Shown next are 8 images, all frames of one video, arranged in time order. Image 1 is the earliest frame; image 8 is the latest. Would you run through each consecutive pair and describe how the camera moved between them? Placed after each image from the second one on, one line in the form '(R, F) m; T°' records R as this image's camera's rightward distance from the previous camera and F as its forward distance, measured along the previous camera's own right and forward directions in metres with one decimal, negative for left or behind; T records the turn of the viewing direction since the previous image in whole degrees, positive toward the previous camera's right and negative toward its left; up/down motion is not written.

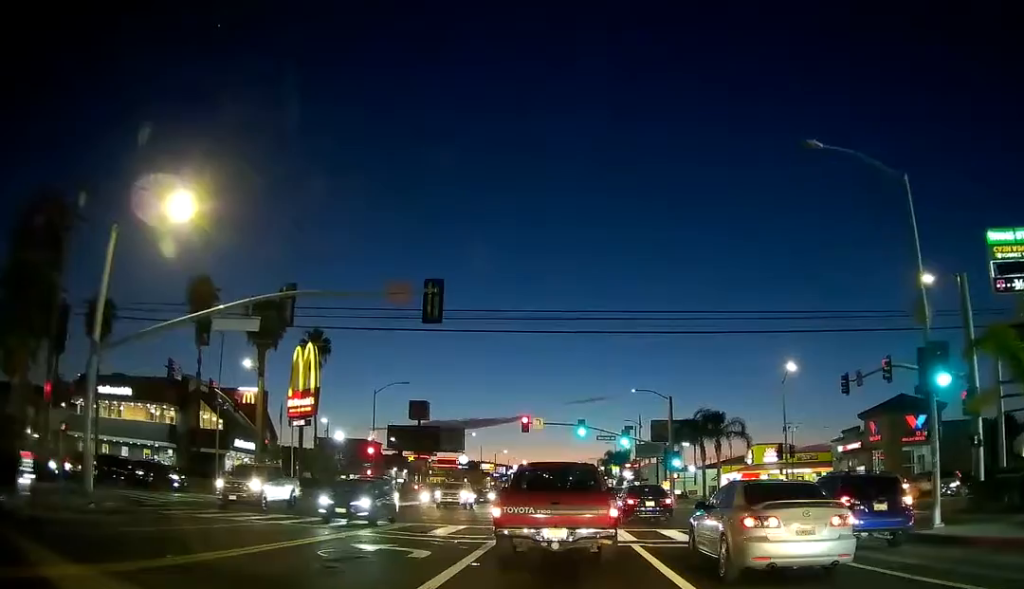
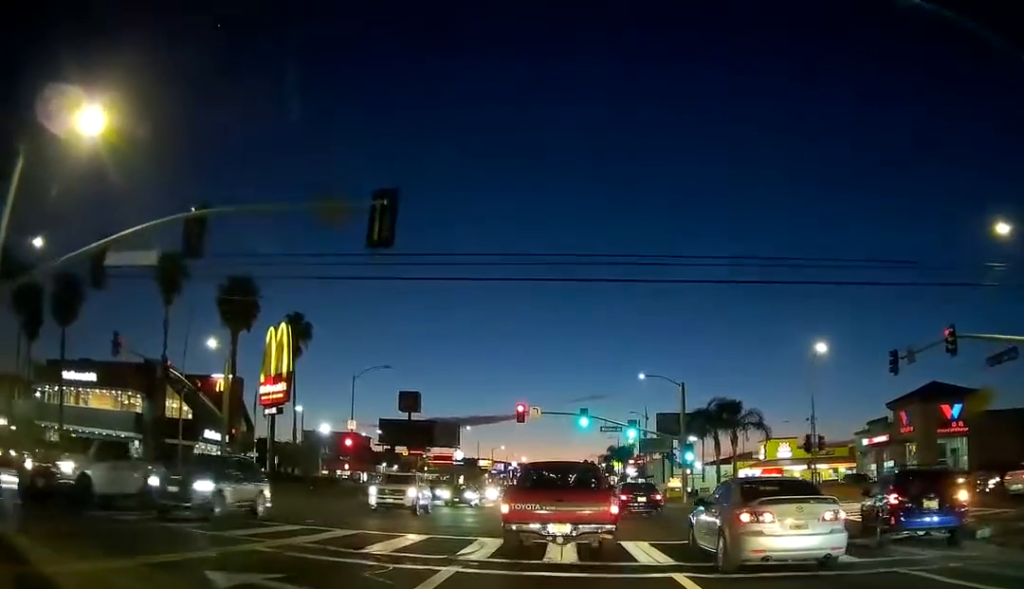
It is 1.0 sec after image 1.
(-0.1, +5.9) m; -1°
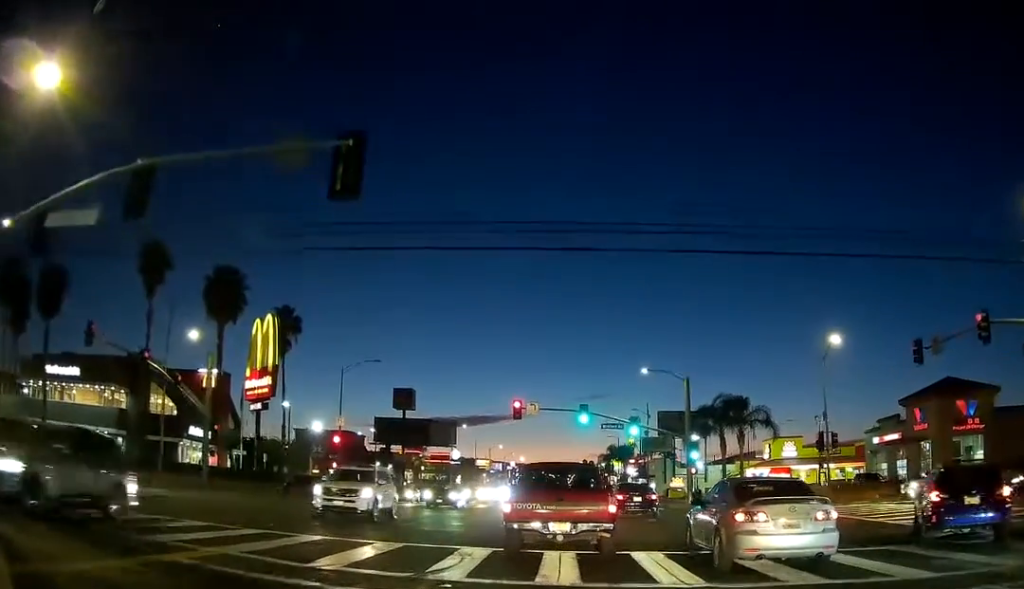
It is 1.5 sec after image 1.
(0.0, +2.8) m; 0°
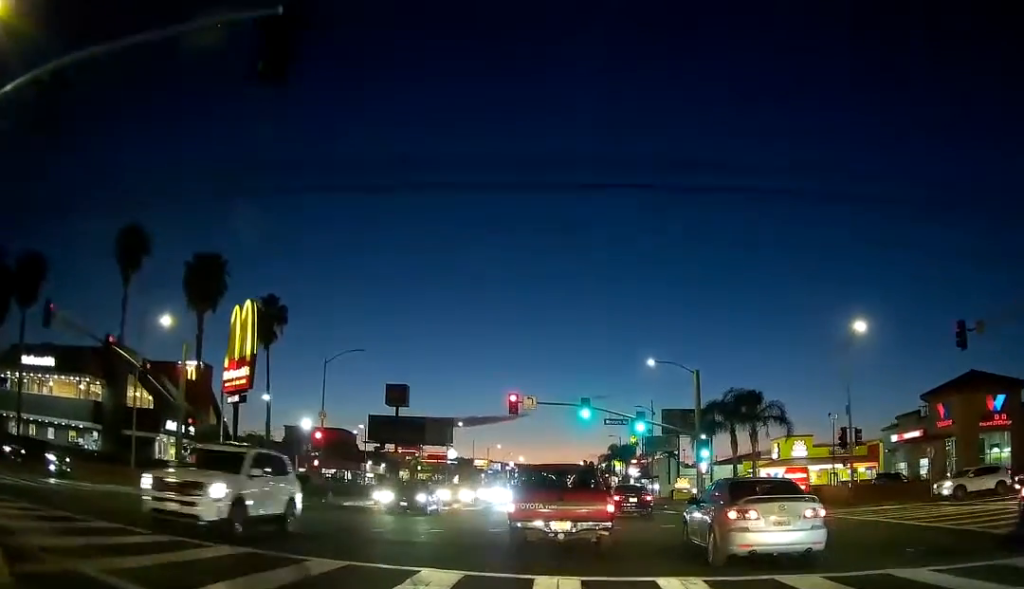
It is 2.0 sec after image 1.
(0.0, +3.8) m; 0°
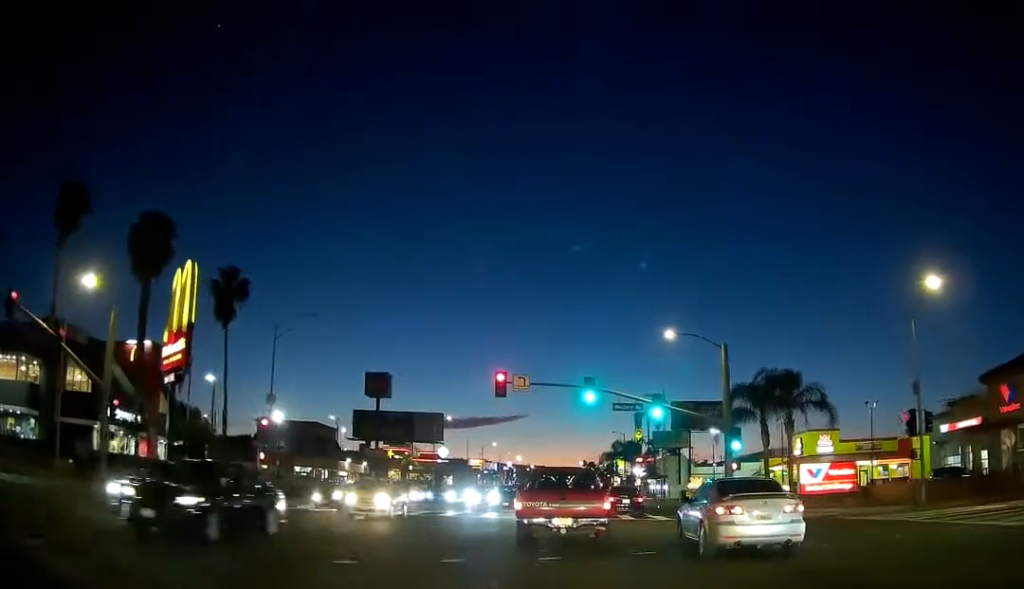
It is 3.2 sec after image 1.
(0.0, +8.9) m; 0°
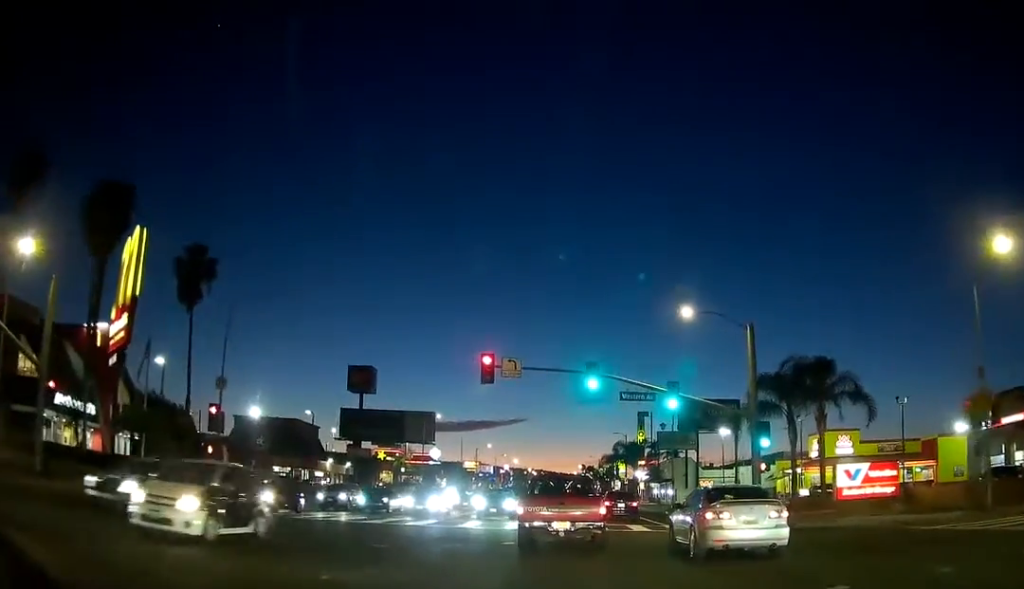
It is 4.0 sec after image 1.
(0.0, +6.2) m; +1°
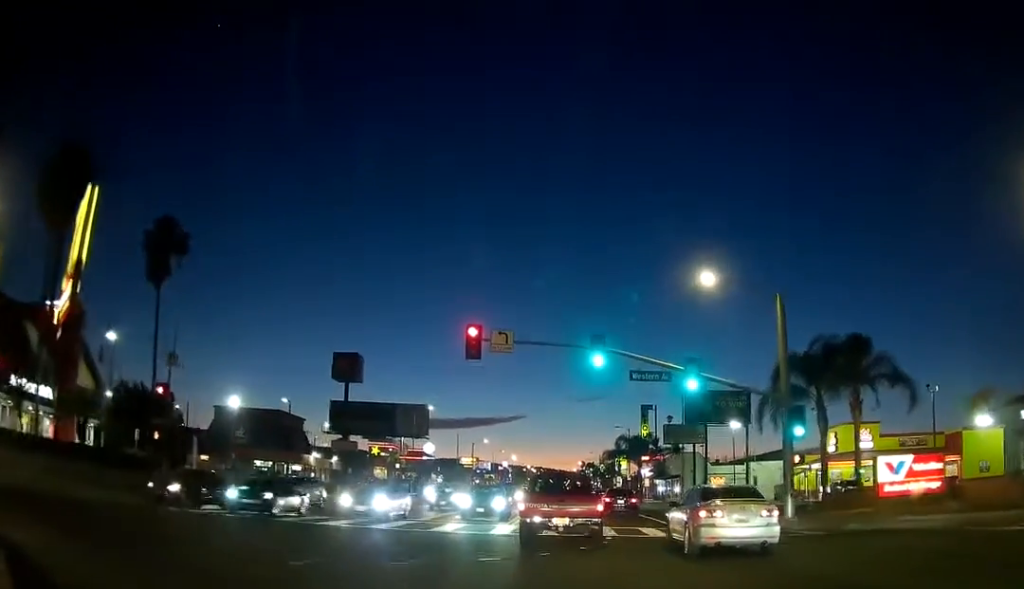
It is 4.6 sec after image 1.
(0.0, +4.8) m; +1°
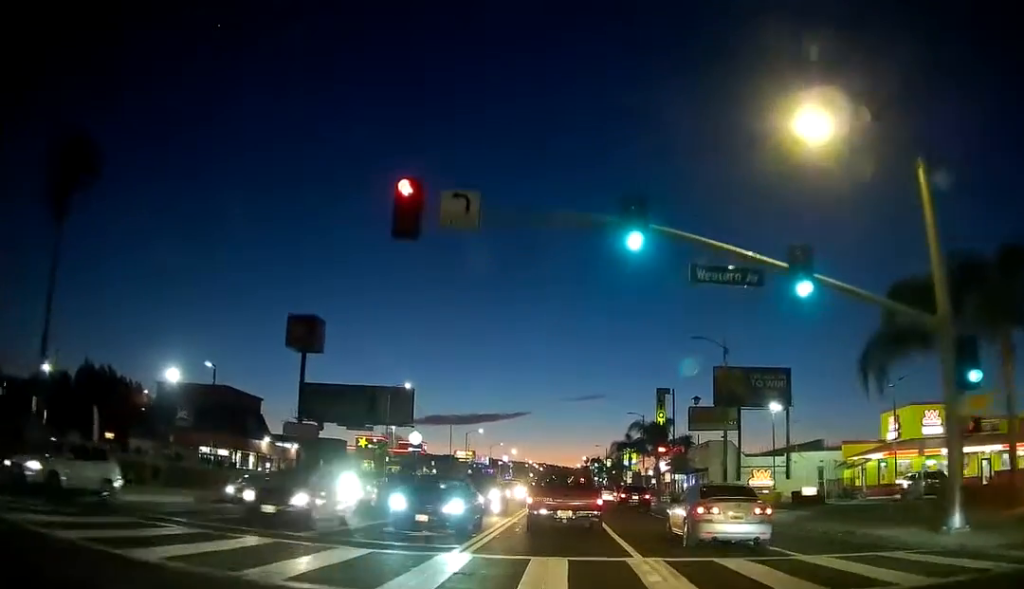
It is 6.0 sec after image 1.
(+0.2, +12.9) m; 0°
